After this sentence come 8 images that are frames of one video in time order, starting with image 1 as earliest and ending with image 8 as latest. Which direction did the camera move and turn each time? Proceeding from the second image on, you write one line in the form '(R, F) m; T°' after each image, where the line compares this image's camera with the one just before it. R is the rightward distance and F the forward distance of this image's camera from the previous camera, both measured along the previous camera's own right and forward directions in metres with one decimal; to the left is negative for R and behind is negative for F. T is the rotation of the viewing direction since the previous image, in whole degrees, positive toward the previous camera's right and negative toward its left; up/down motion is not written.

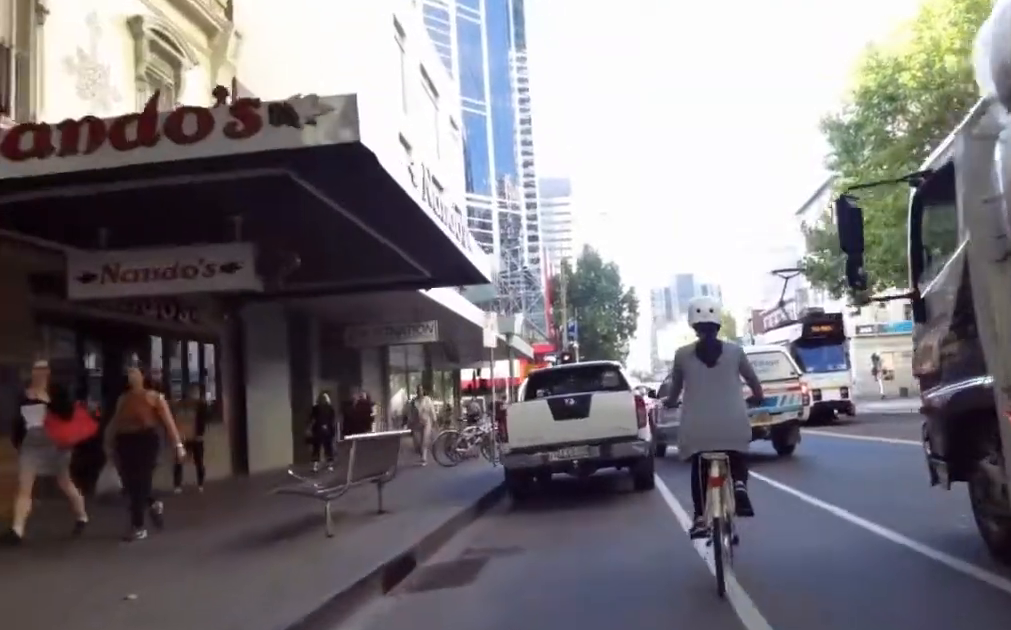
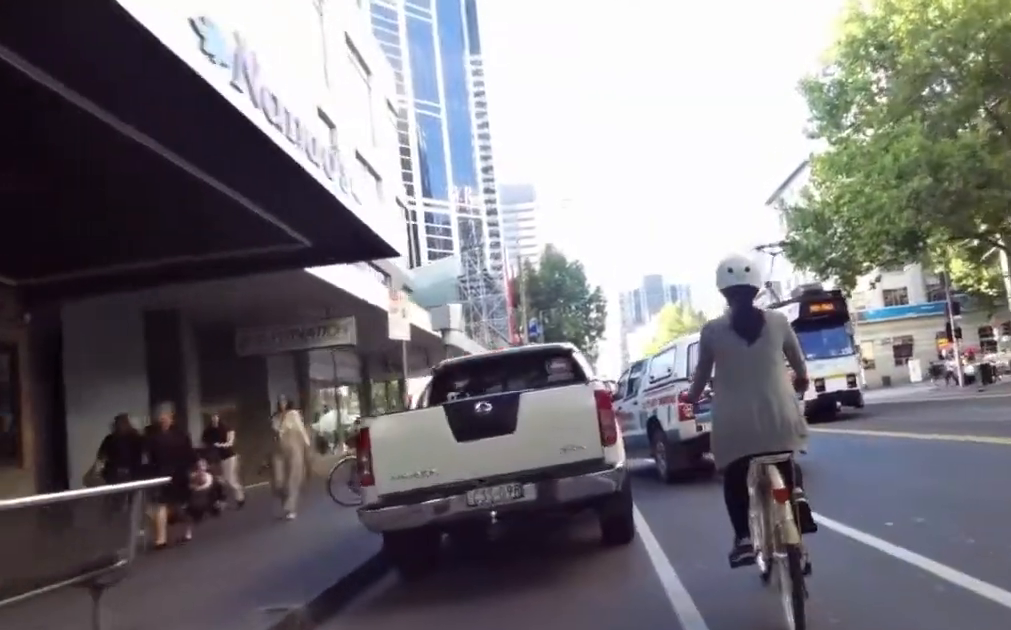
(+0.6, +5.1) m; +10°
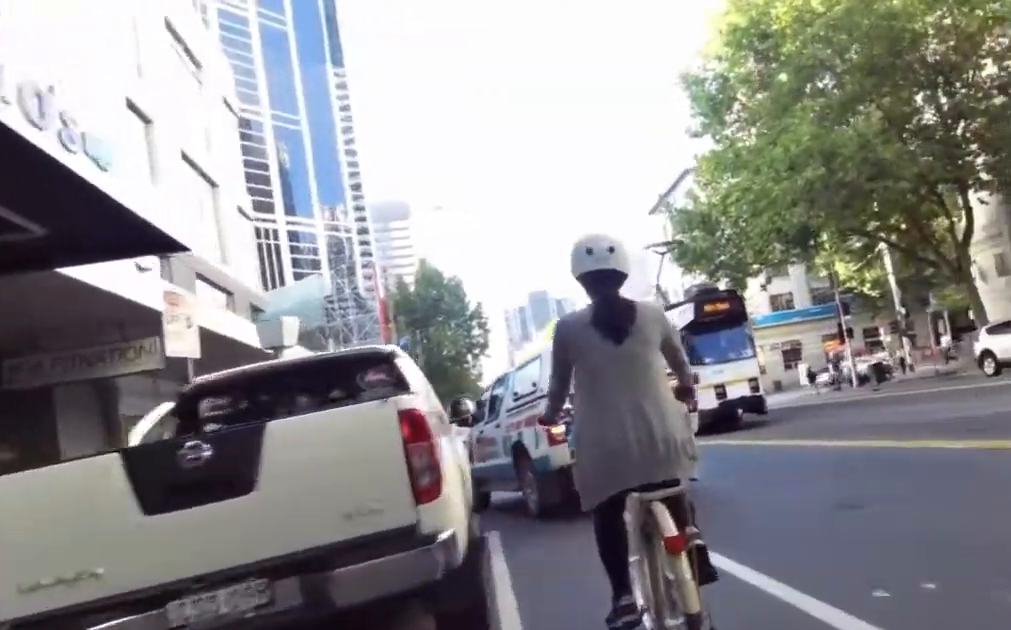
(+0.2, +3.2) m; +3°
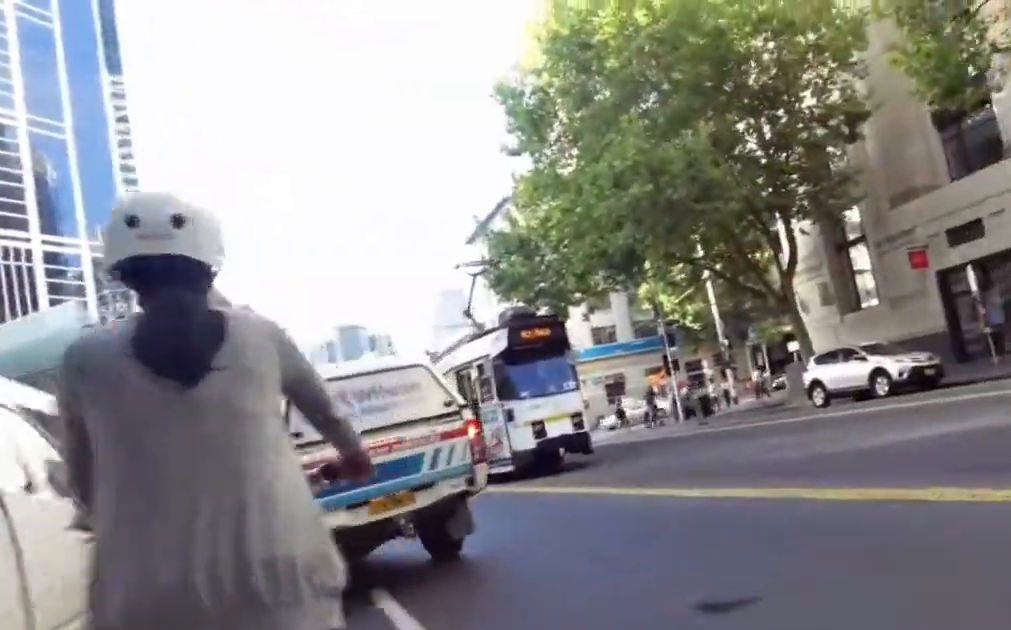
(+0.1, +3.1) m; +1°
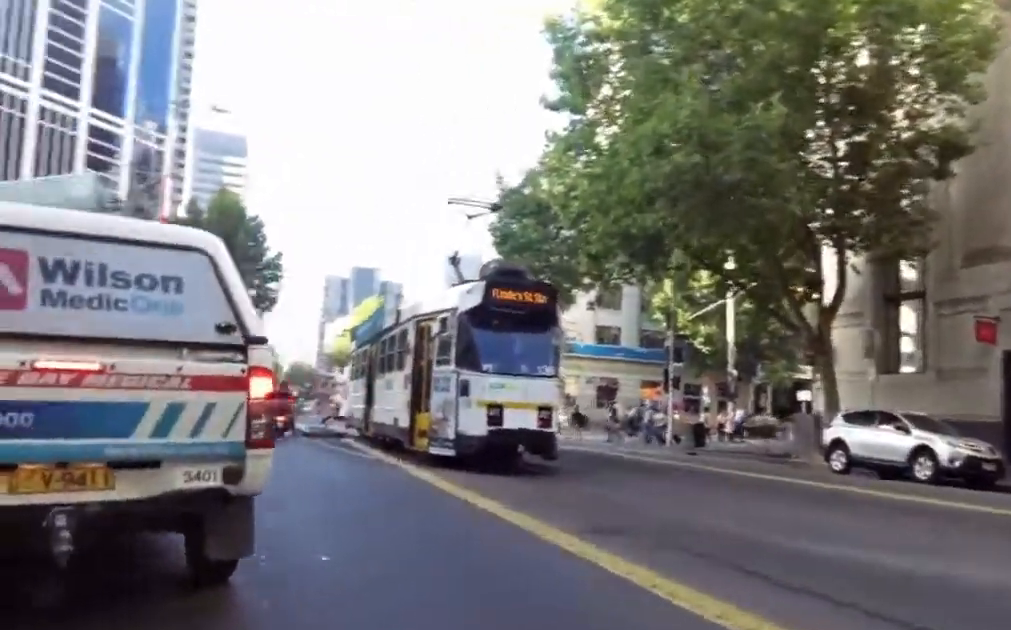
(0.0, +5.7) m; 0°
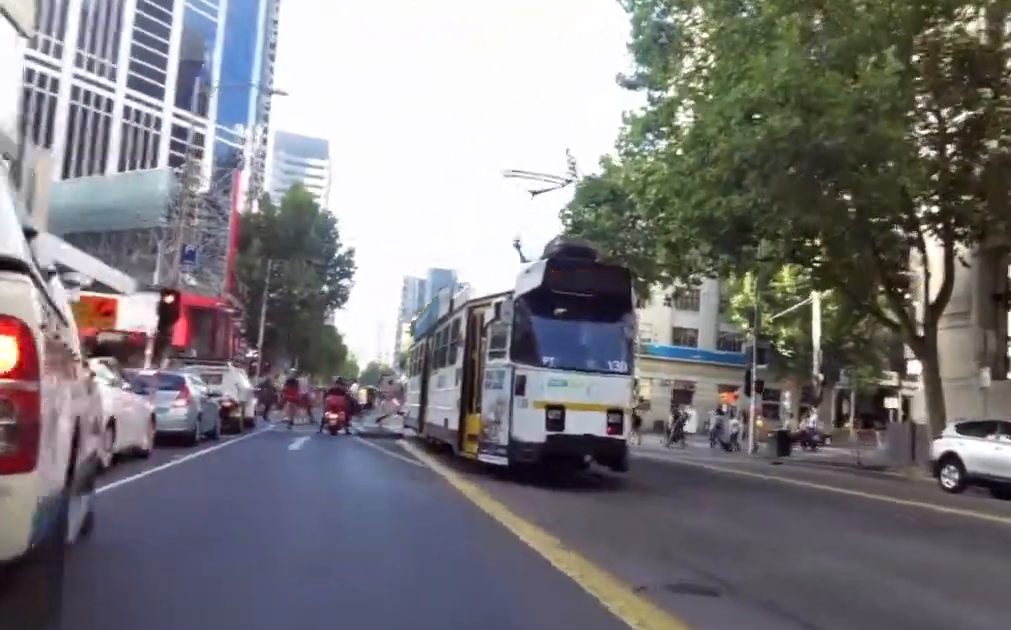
(0.0, +2.9) m; -2°
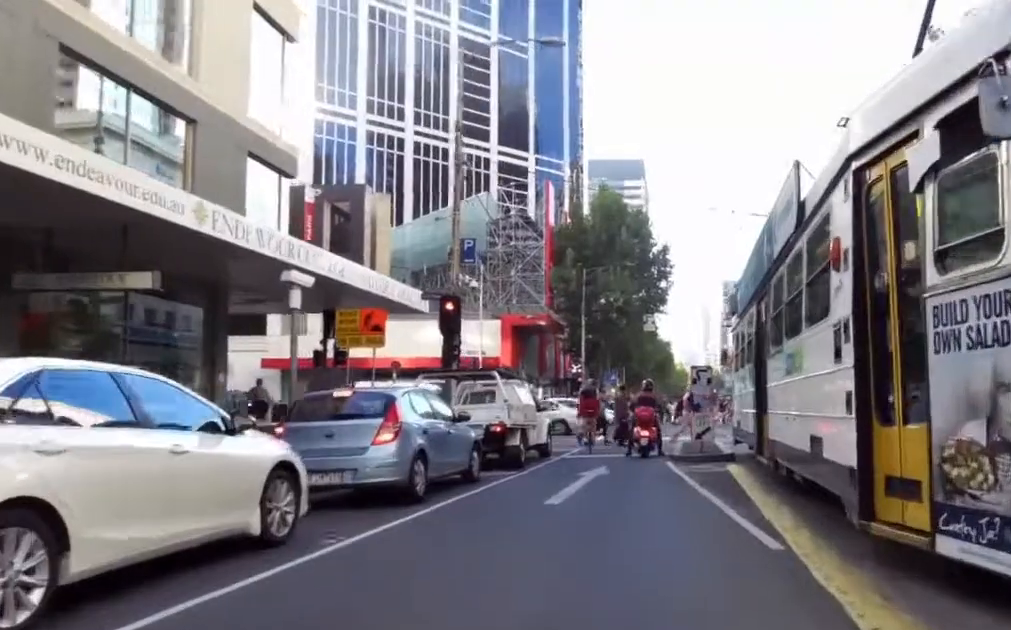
(-1.1, +7.3) m; -20°
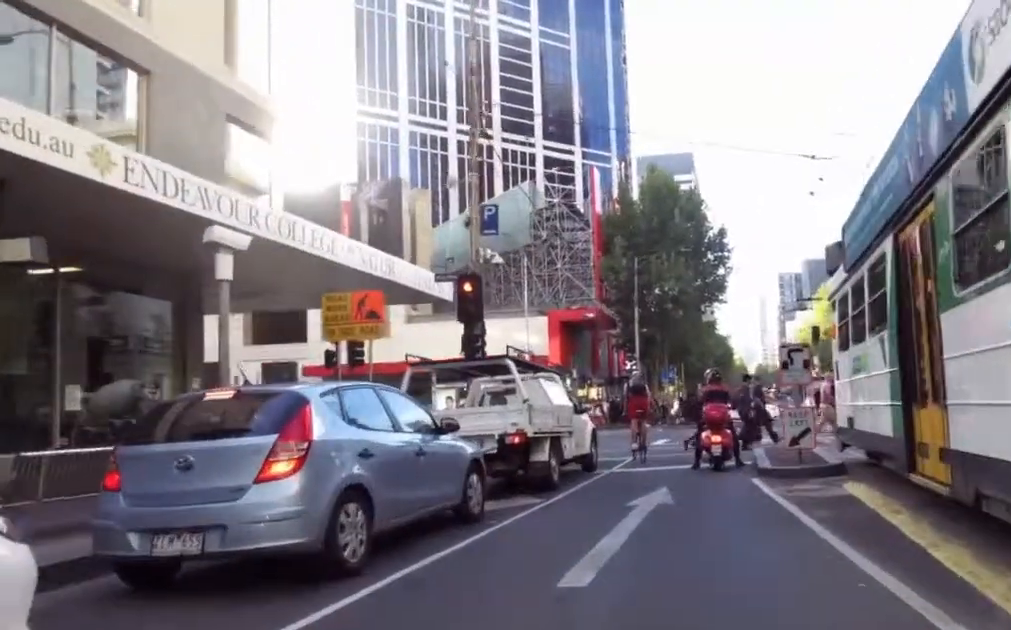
(-0.5, +4.3) m; -6°
